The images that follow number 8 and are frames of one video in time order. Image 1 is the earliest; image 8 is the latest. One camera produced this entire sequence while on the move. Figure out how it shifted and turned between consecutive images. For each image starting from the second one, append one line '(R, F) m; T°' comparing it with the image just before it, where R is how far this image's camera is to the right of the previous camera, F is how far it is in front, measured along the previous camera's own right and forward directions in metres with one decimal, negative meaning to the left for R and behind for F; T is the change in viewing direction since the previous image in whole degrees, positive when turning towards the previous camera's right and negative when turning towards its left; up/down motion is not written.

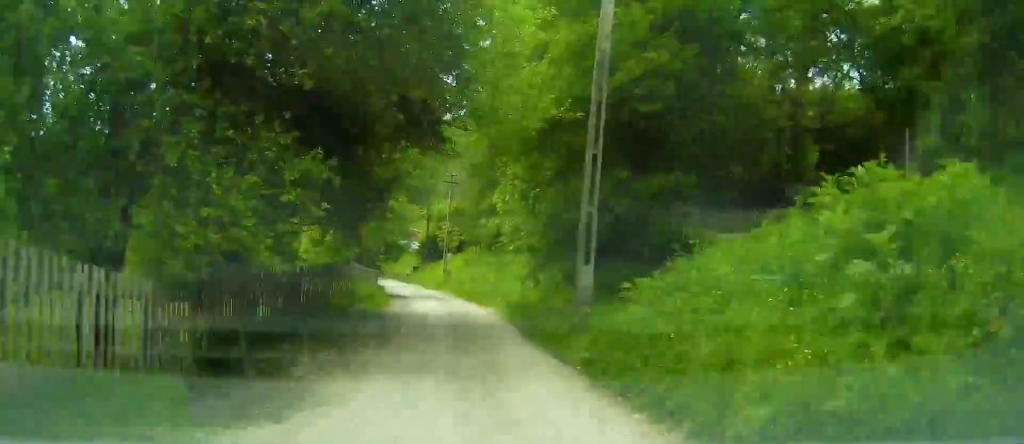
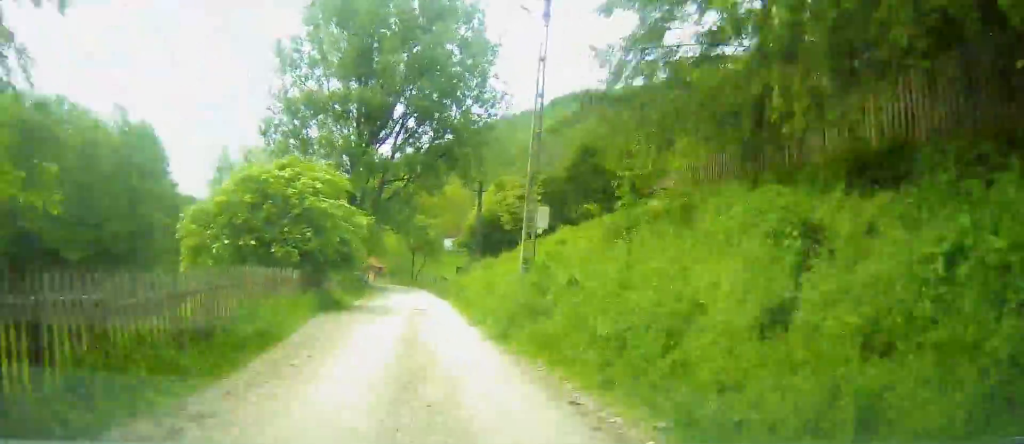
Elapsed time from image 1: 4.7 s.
(-1.4, +32.8) m; -5°
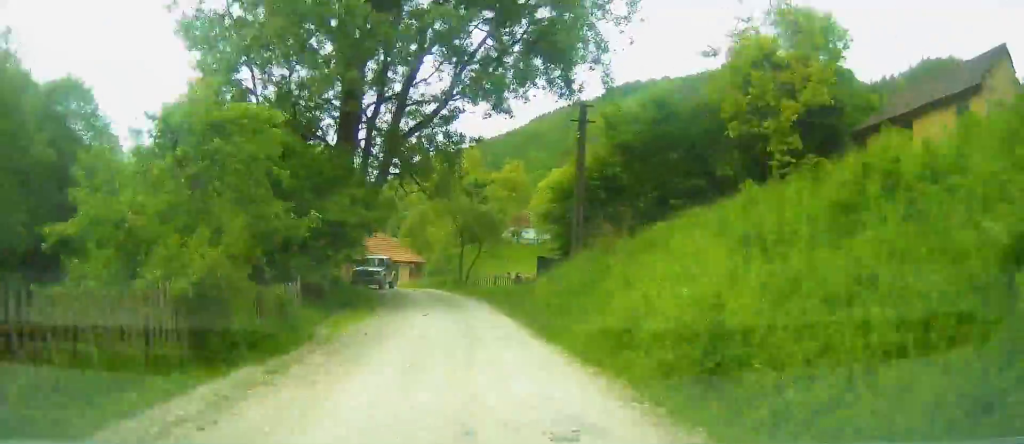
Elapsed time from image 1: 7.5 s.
(-0.6, +17.6) m; -3°
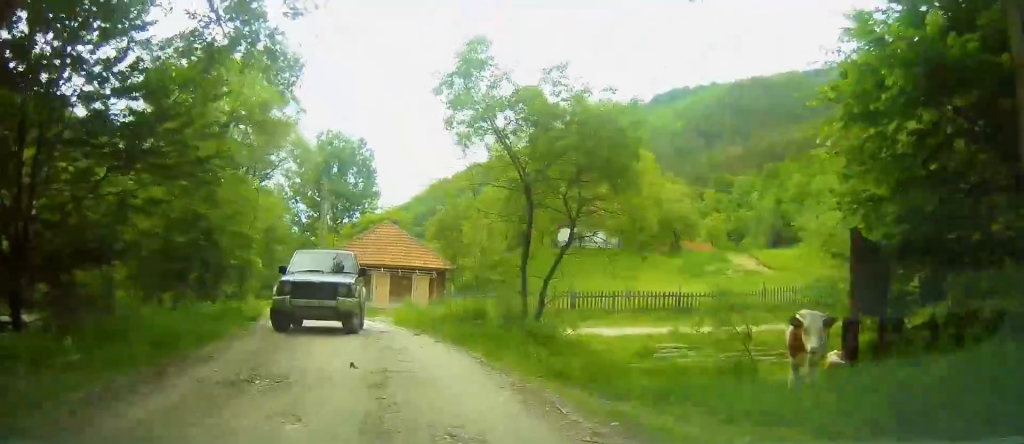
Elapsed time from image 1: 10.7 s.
(-0.4, +15.0) m; -3°
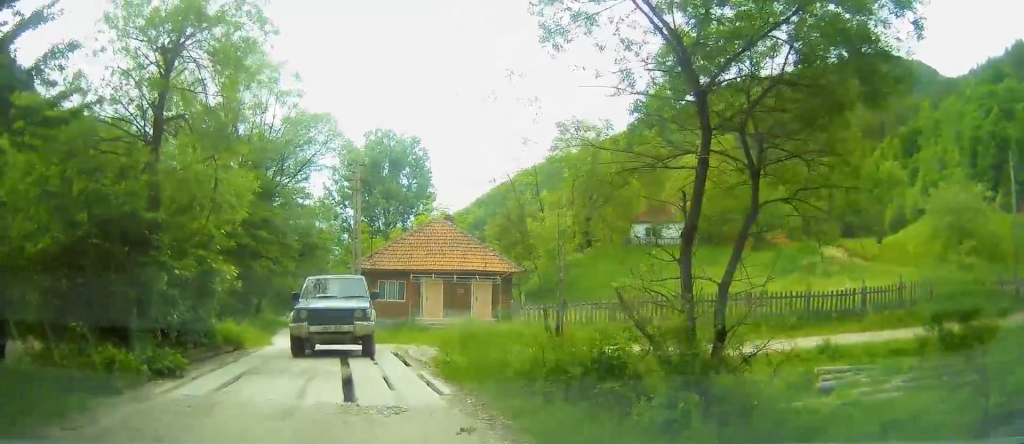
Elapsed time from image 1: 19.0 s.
(-1.8, +16.9) m; -11°
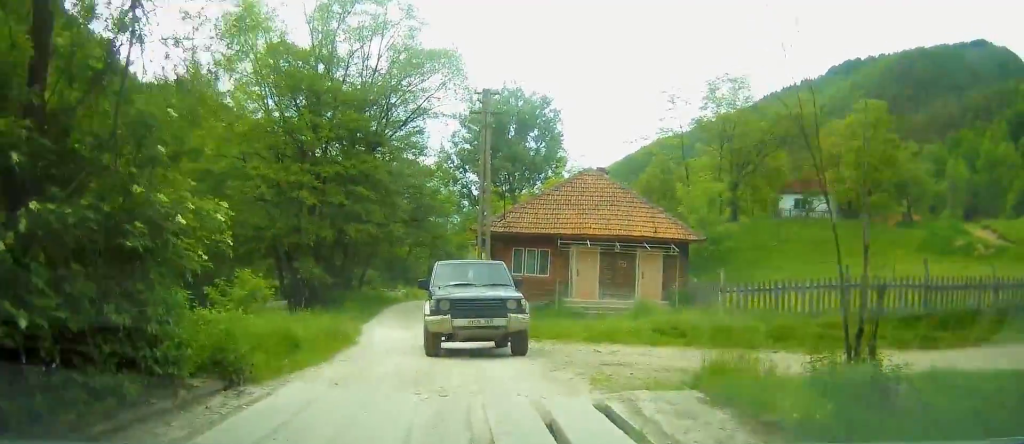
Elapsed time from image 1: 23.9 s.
(0.0, +5.0) m; -4°
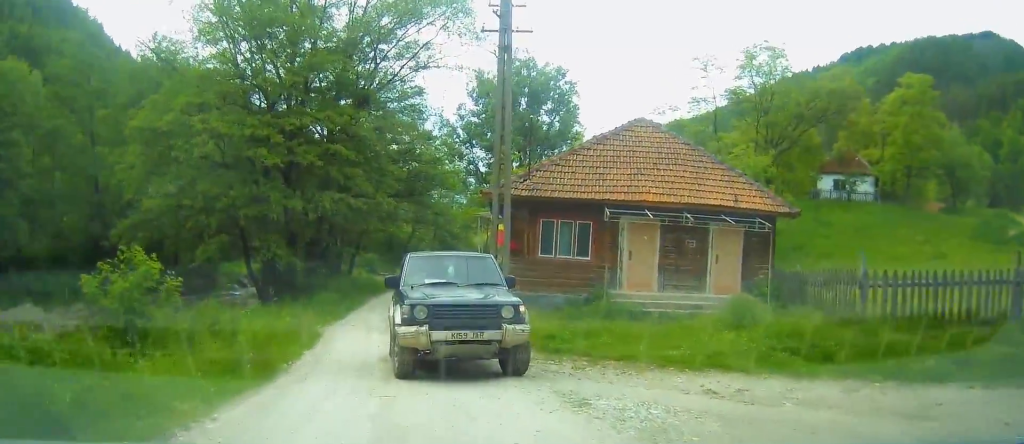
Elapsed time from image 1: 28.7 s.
(-0.5, +7.0) m; -4°
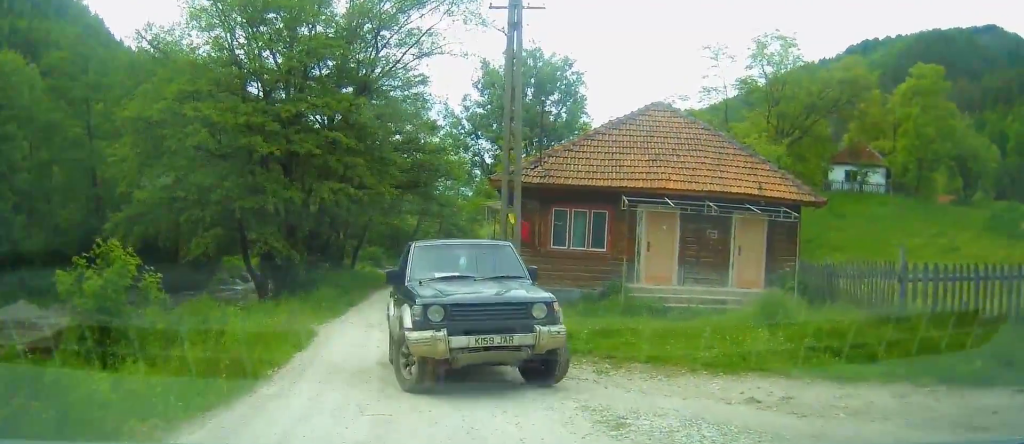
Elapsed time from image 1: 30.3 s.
(-0.1, +3.4) m; +1°
